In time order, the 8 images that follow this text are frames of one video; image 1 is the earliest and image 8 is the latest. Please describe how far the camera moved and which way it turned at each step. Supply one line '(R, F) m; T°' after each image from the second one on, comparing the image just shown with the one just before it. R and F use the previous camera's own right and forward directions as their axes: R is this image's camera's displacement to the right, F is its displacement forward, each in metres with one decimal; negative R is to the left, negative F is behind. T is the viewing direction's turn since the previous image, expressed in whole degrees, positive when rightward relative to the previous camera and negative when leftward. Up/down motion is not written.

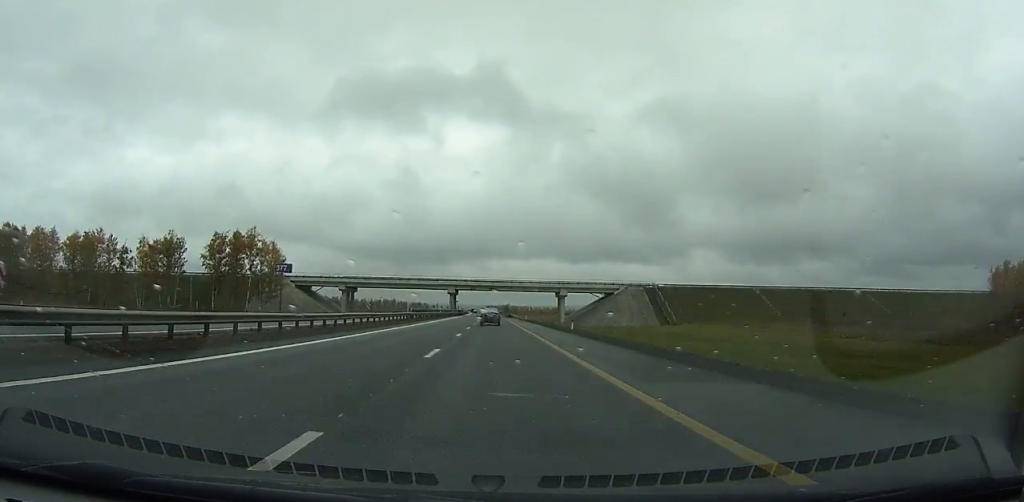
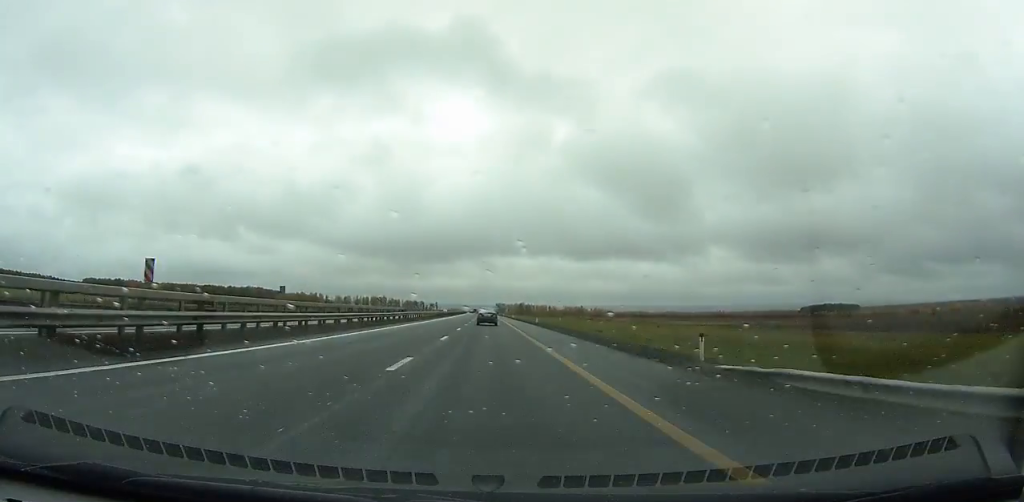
(-2.1, +141.1) m; -2°
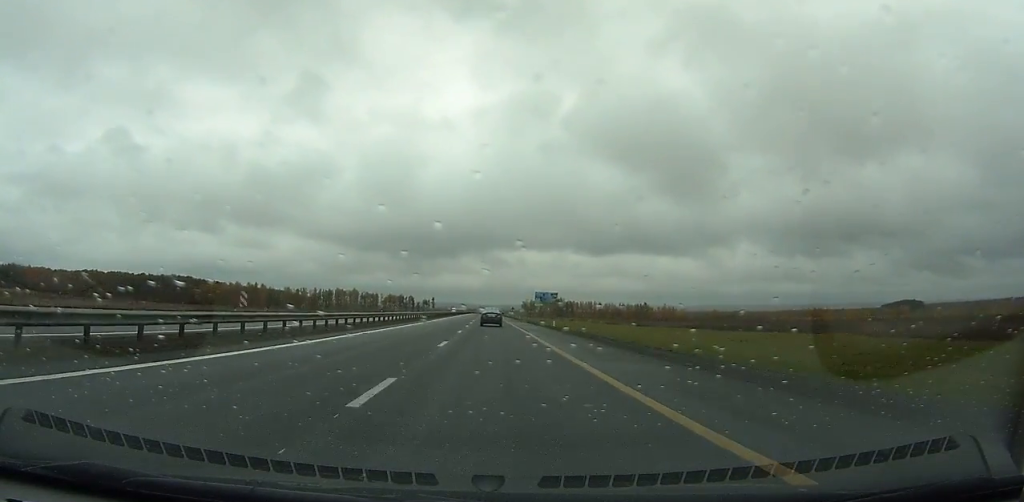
(-4.2, +230.9) m; -2°
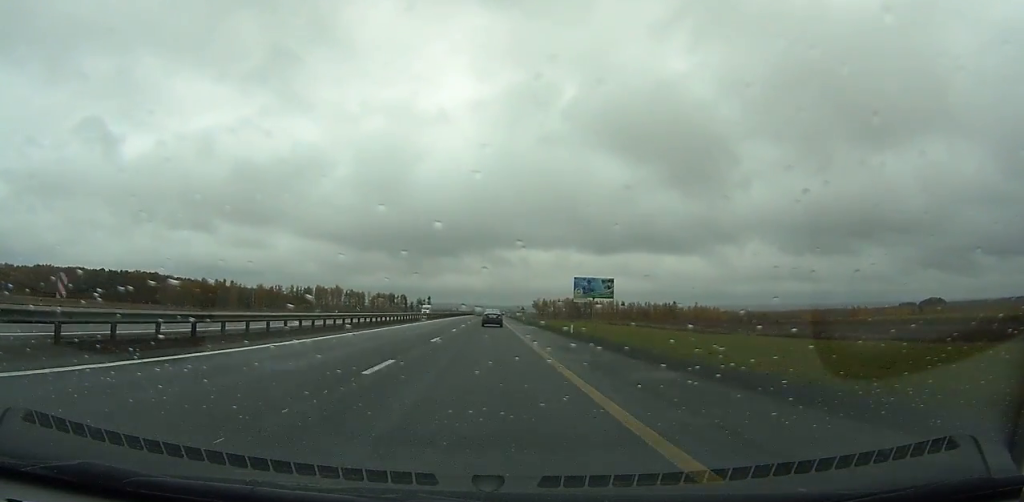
(-0.2, +73.9) m; 0°
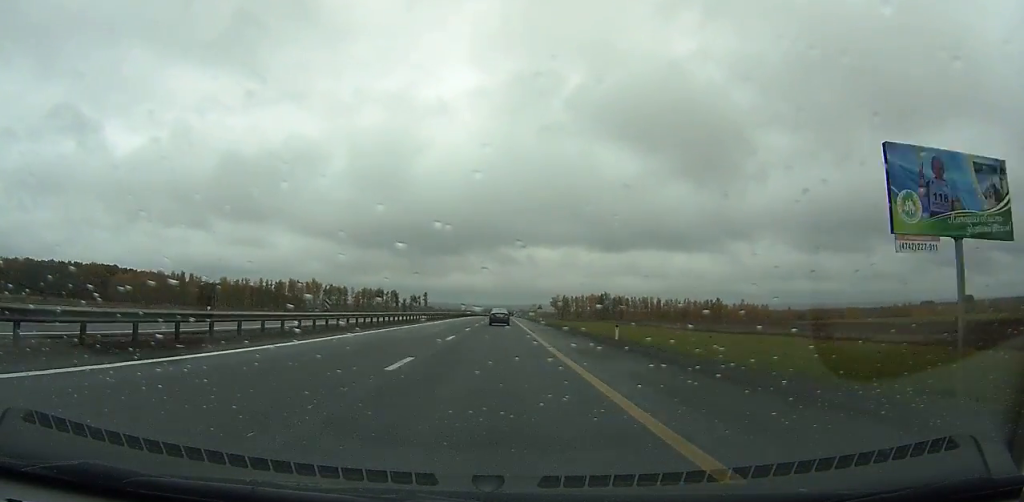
(-0.4, +77.3) m; 0°
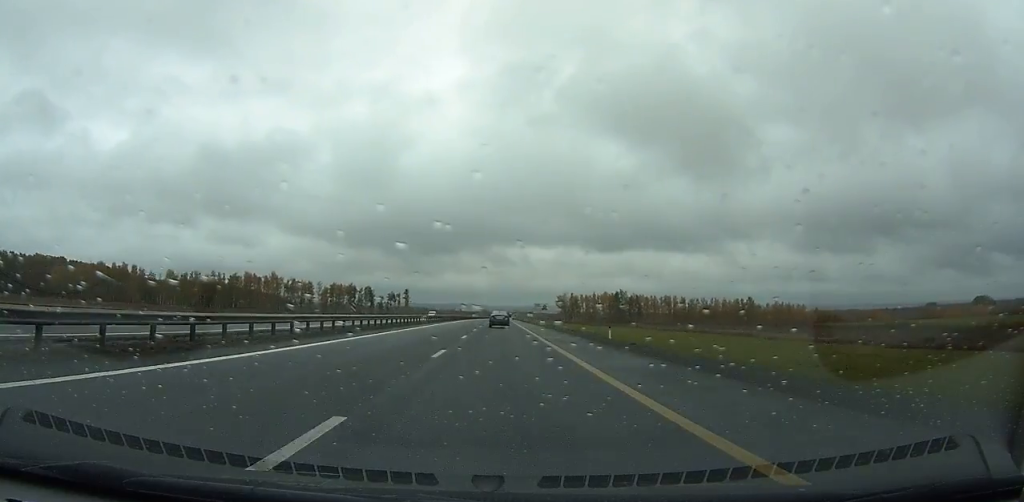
(-0.1, +58.3) m; 0°
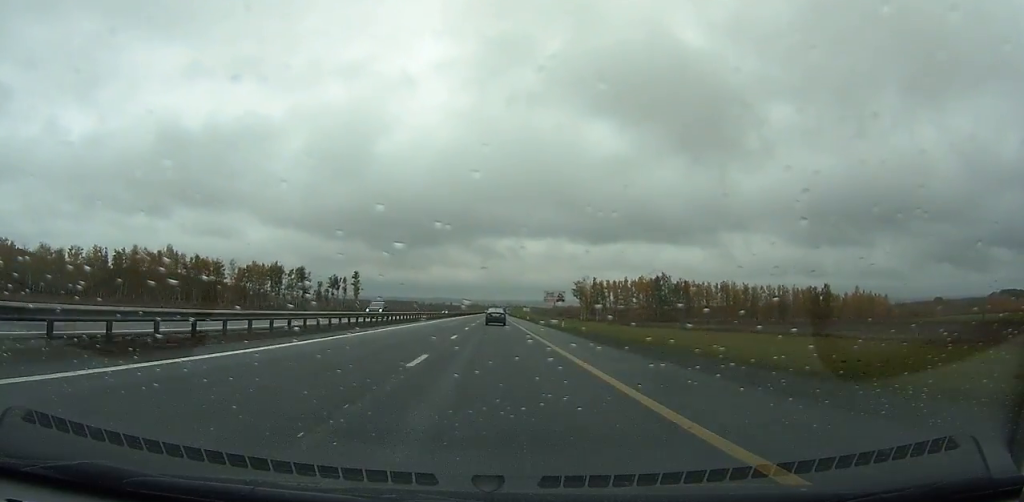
(+0.5, +87.0) m; +1°
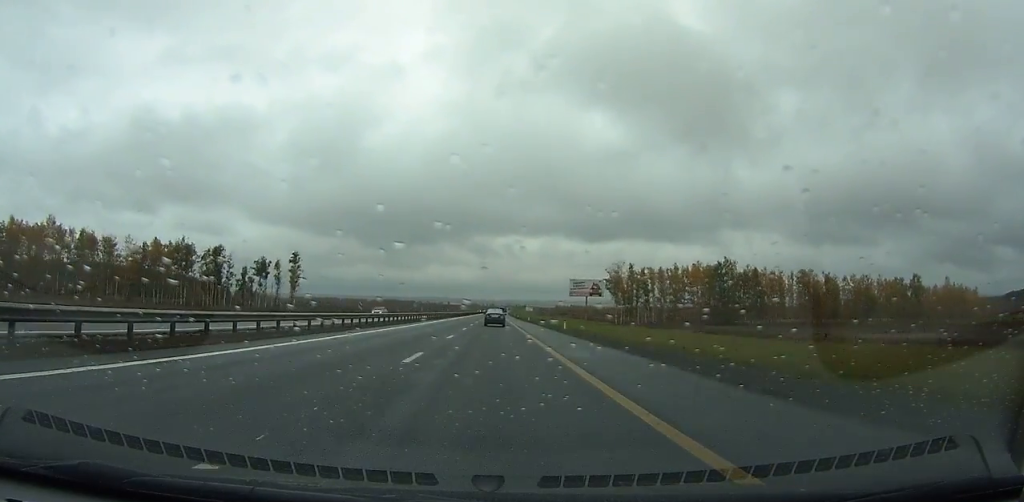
(+0.2, +57.3) m; 0°
